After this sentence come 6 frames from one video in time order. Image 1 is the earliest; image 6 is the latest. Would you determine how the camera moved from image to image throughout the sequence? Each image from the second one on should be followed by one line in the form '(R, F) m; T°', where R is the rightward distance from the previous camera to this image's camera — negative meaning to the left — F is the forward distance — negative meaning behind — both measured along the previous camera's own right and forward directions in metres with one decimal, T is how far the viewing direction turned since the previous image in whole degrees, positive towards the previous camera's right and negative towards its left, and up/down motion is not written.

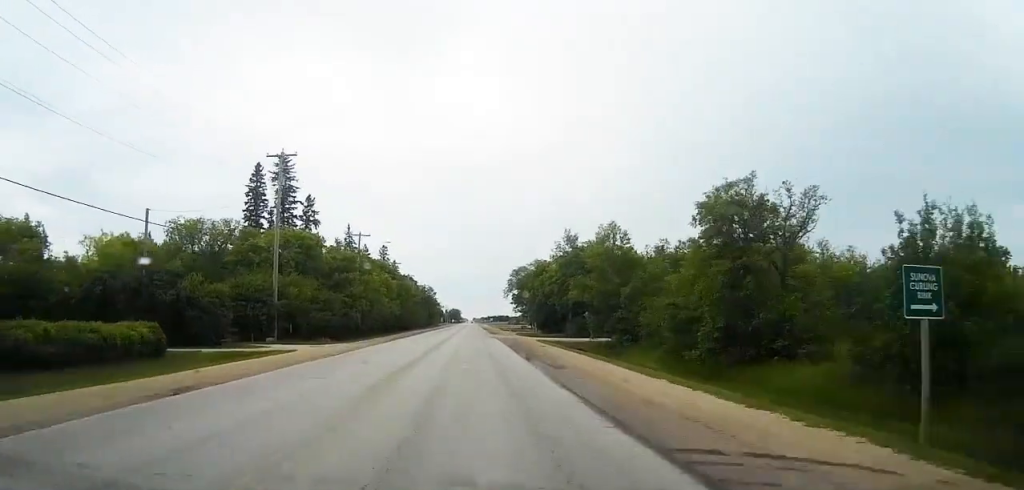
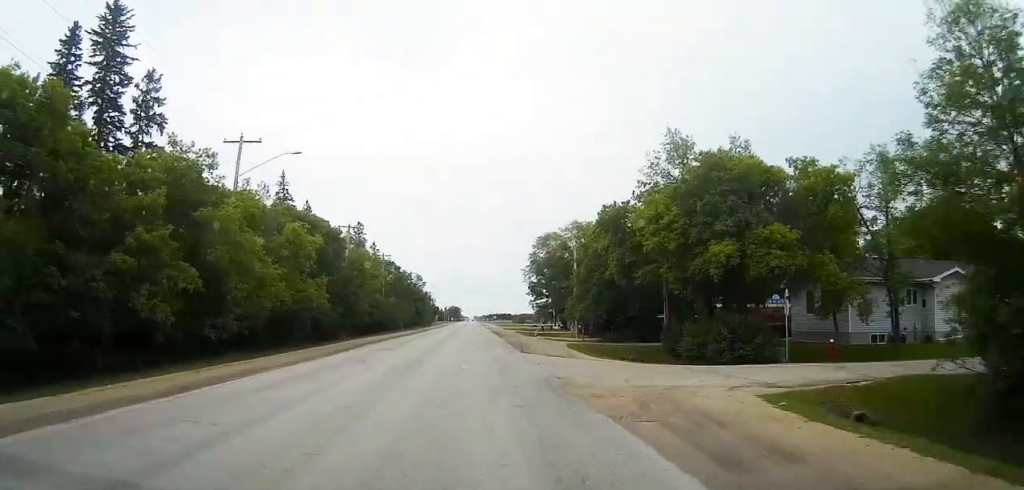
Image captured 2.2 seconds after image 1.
(-0.2, +47.5) m; 0°
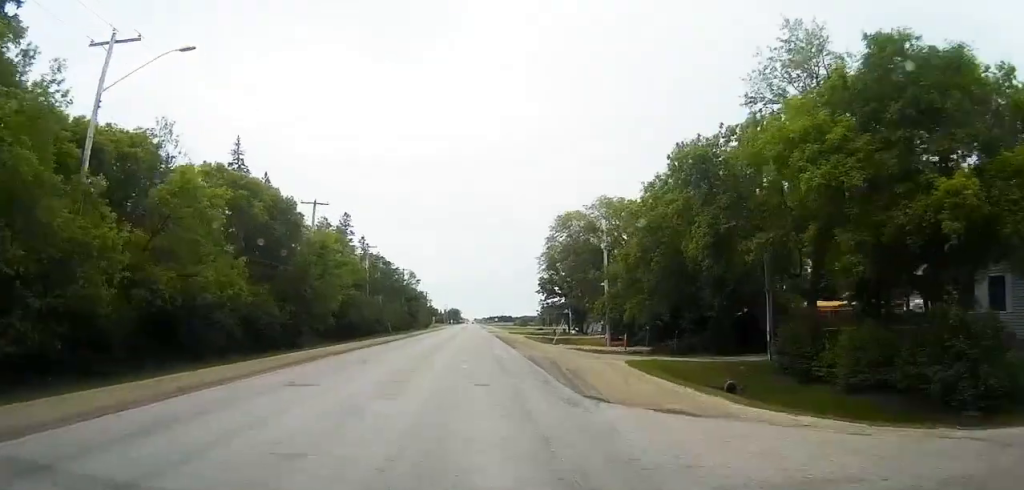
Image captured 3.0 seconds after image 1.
(0.0, +17.7) m; 0°
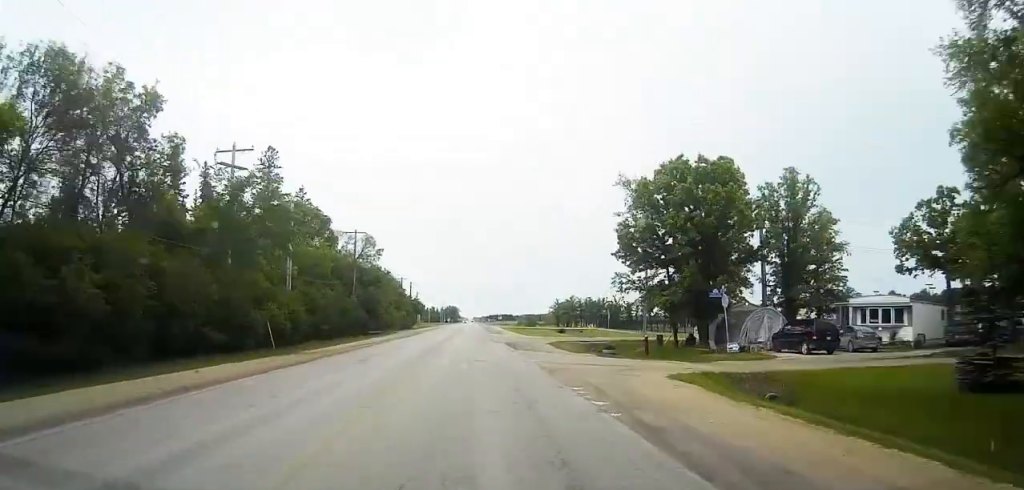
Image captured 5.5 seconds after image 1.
(-0.1, +56.1) m; 0°
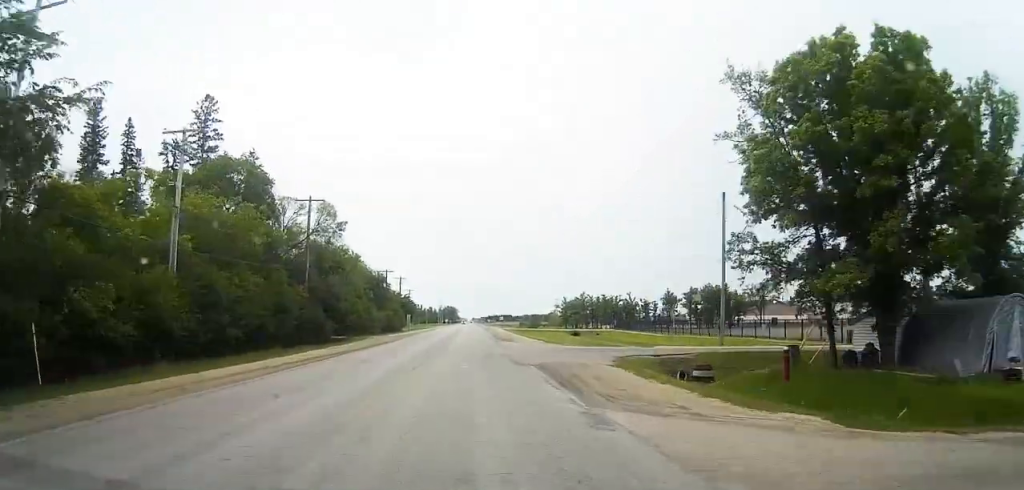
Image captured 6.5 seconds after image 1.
(0.0, +23.0) m; 0°
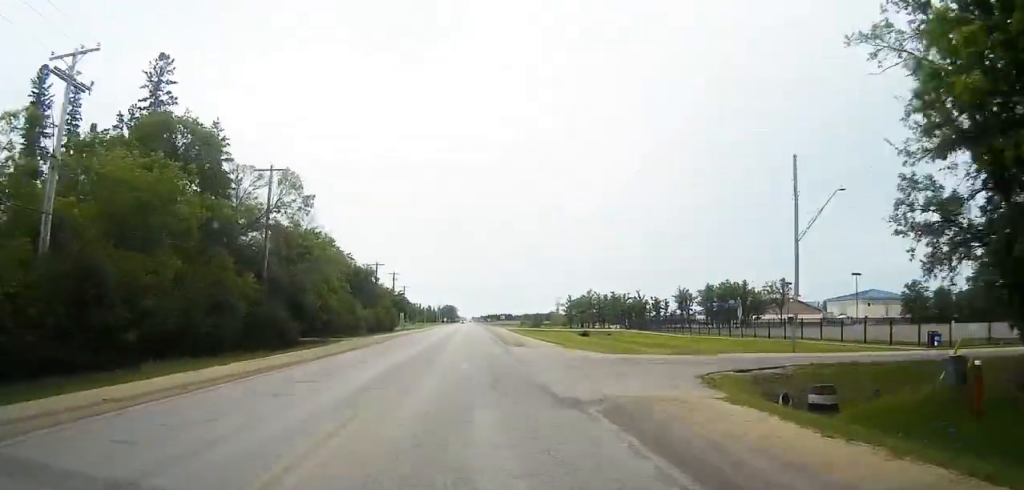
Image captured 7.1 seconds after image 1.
(0.0, +11.8) m; 0°
